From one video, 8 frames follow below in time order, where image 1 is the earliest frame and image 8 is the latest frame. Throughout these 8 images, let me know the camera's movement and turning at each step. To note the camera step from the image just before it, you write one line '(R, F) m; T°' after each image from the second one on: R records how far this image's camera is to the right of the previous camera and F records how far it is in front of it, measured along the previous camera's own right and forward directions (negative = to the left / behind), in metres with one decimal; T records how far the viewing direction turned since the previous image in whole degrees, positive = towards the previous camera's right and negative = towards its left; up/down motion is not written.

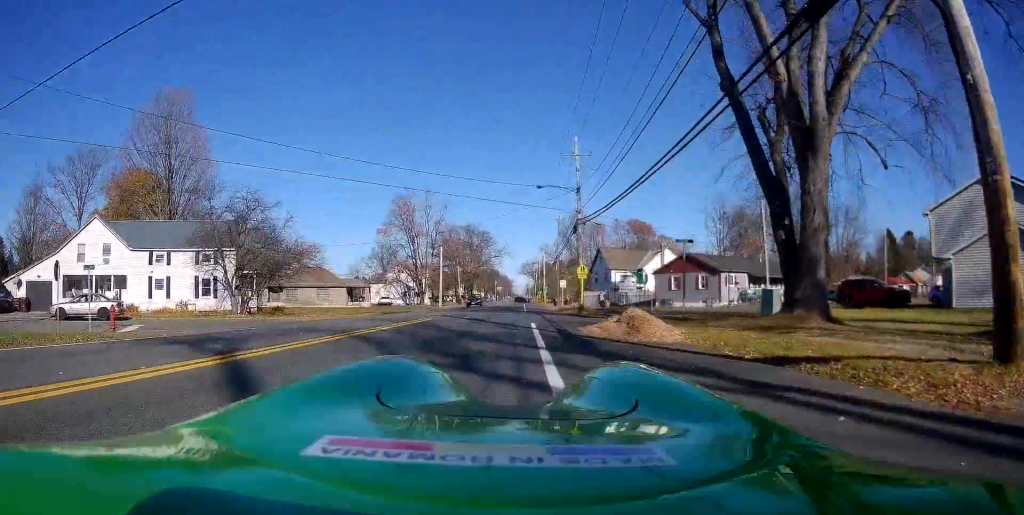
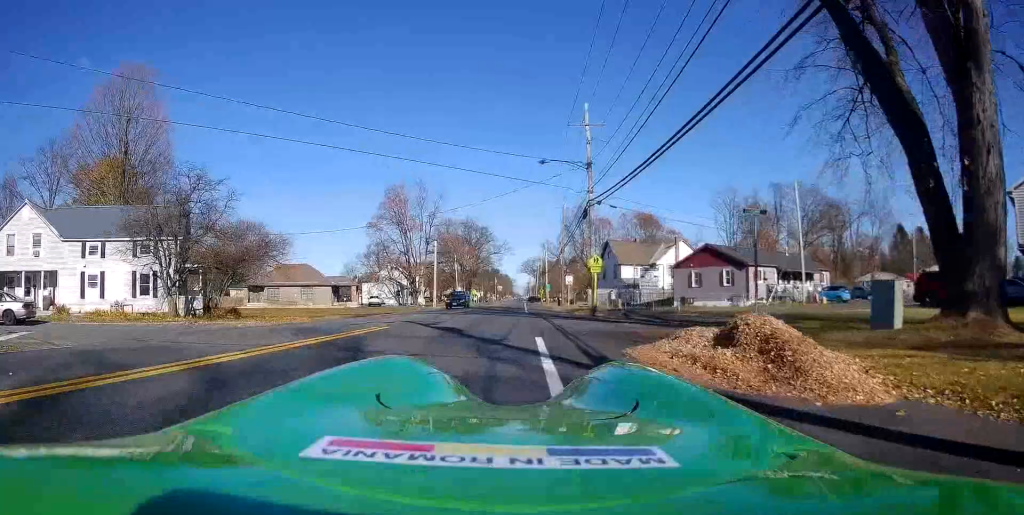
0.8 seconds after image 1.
(0.0, +7.7) m; +1°
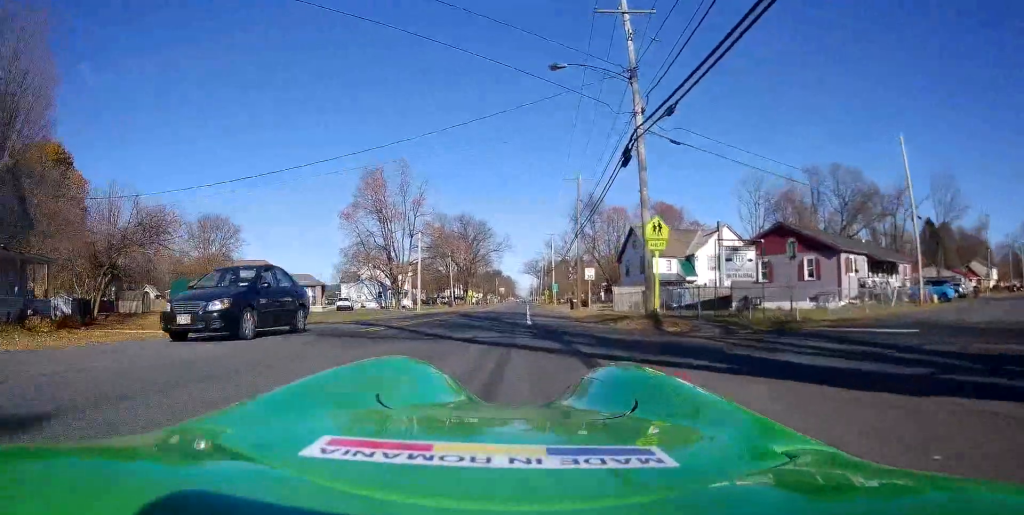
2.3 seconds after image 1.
(+0.3, +15.9) m; 0°
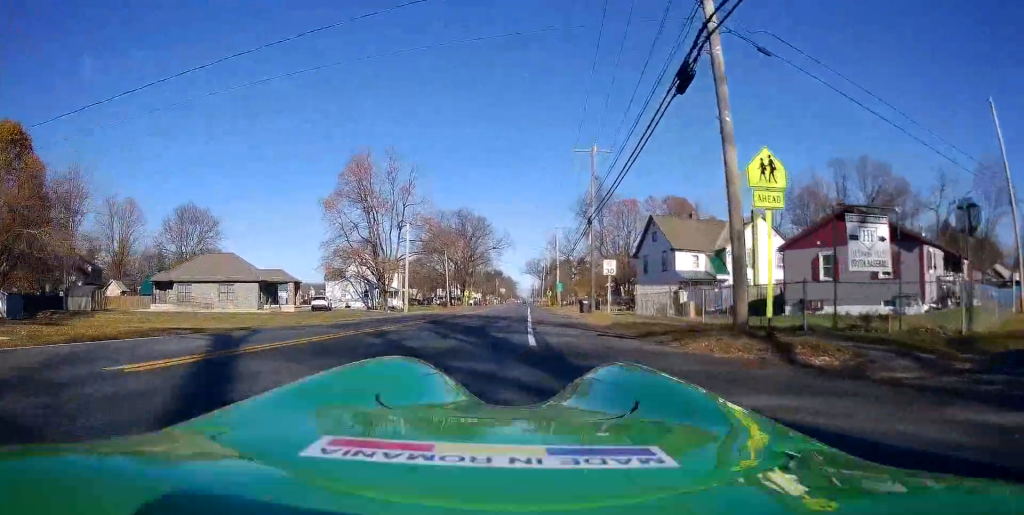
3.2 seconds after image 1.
(0.0, +9.1) m; +1°
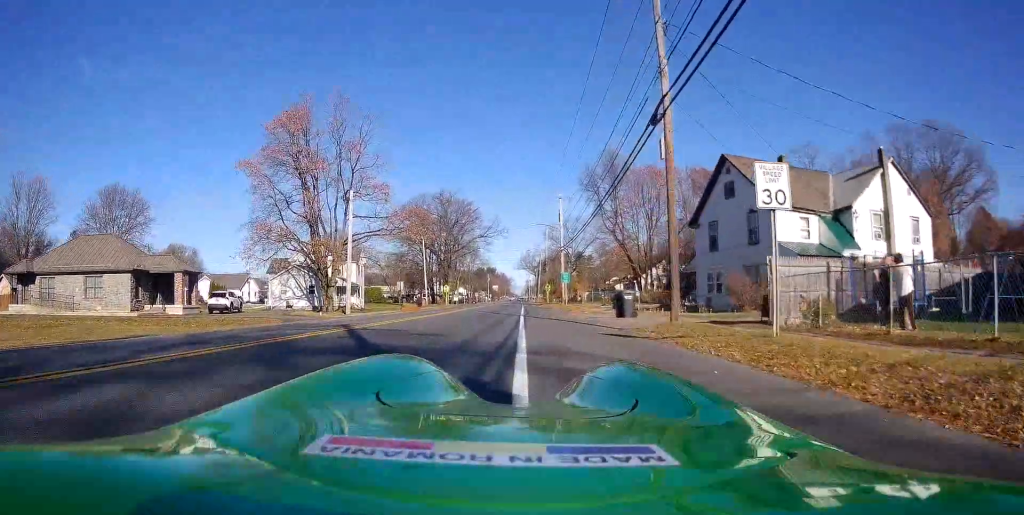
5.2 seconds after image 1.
(-0.4, +20.9) m; -3°
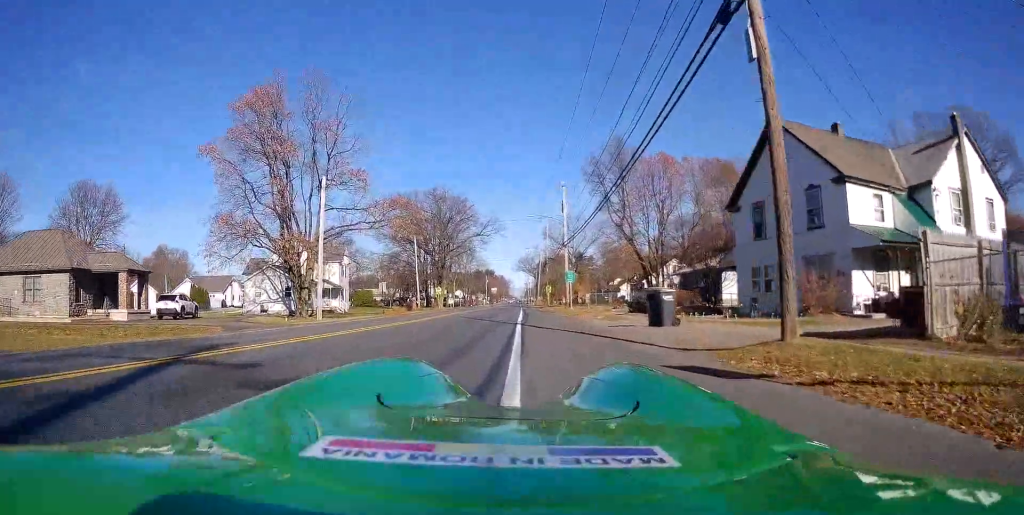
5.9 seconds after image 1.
(0.0, +6.9) m; 0°
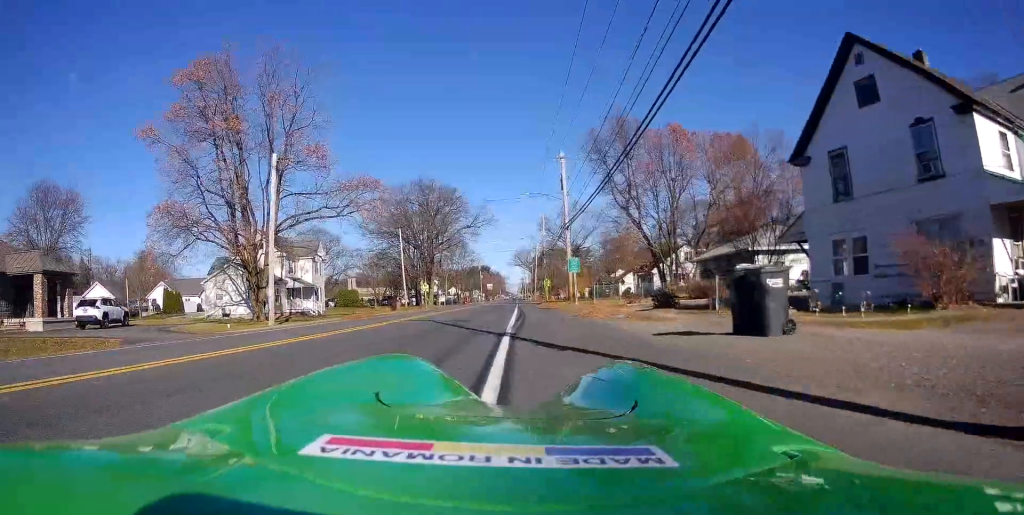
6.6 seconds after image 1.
(+0.2, +7.9) m; +1°
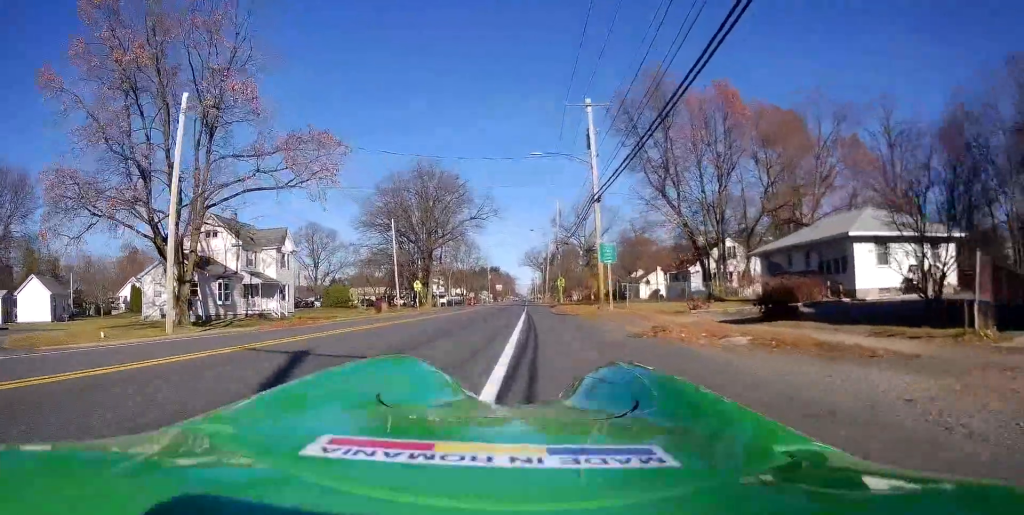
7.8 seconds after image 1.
(0.0, +11.9) m; +1°
